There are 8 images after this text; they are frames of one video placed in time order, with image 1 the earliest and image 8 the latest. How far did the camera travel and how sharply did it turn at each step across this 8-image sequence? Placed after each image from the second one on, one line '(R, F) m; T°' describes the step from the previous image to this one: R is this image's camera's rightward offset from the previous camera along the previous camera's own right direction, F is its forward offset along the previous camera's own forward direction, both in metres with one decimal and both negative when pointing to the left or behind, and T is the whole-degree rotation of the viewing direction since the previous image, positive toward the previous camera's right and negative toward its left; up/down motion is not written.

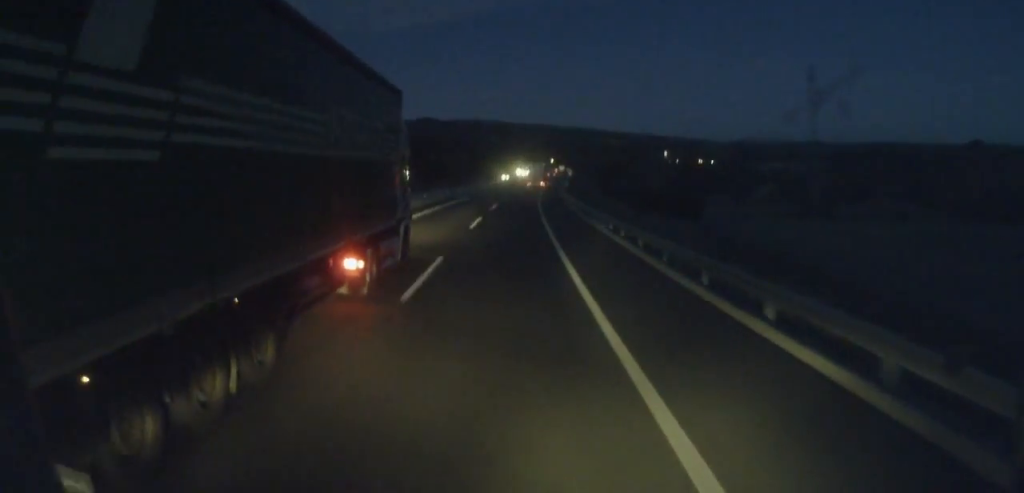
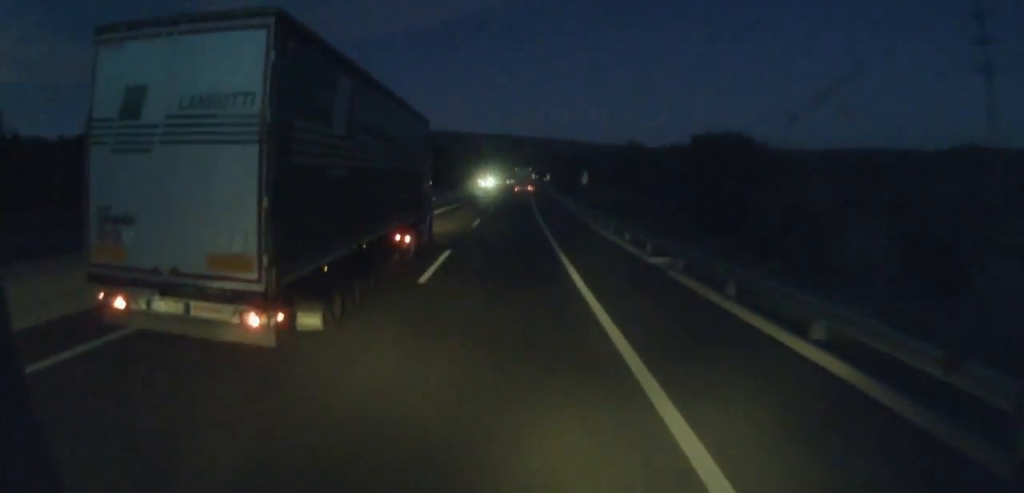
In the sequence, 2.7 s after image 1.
(-0.2, +66.2) m; +2°
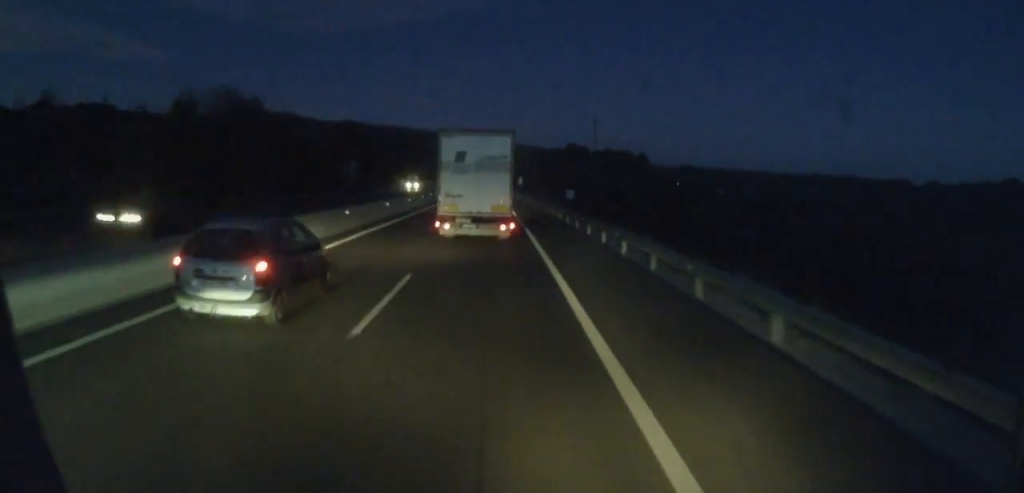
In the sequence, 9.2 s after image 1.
(+7.8, +159.6) m; +3°
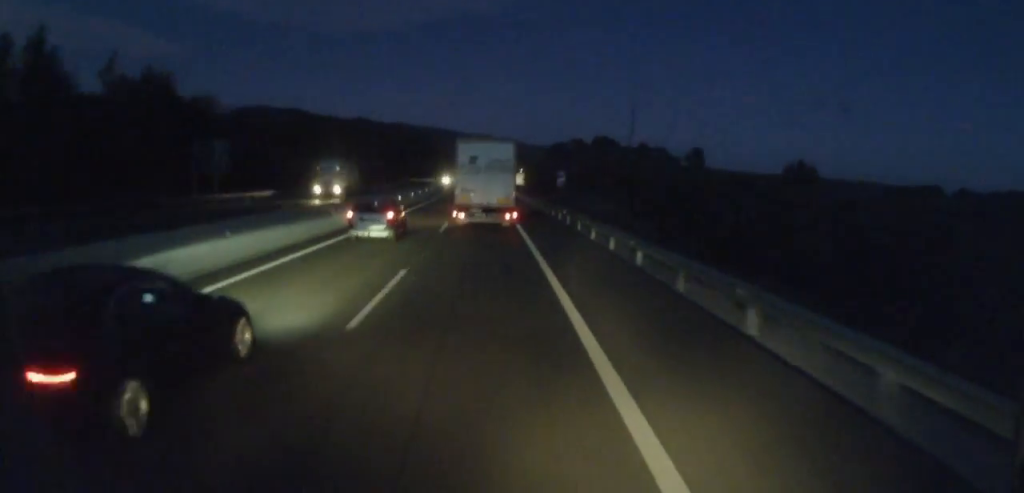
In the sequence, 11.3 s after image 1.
(+0.3, +51.9) m; 0°
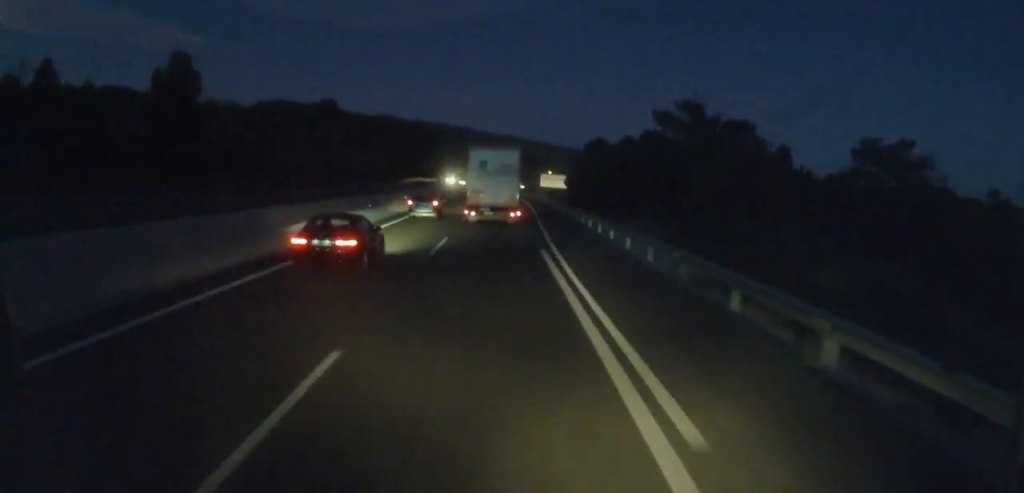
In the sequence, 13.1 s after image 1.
(+0.2, +42.2) m; -1°
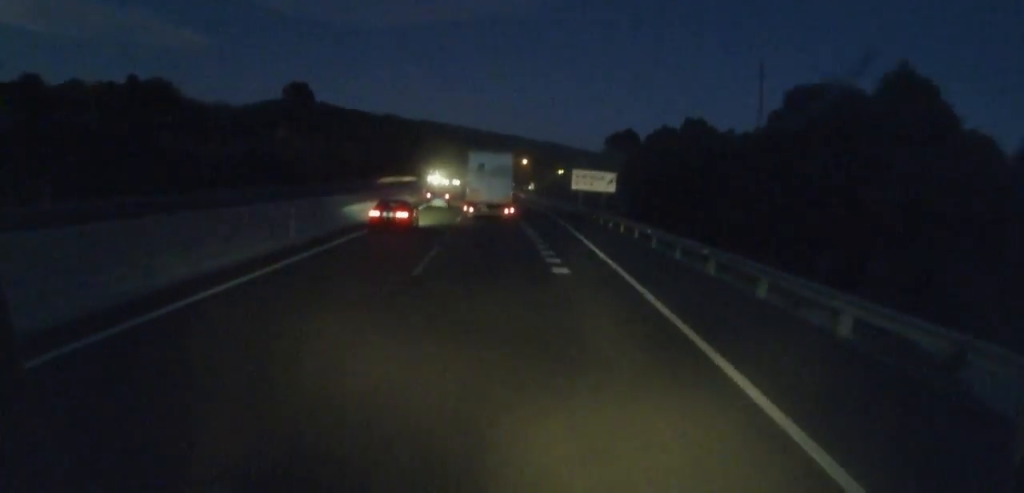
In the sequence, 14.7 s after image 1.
(+0.4, +38.9) m; -1°
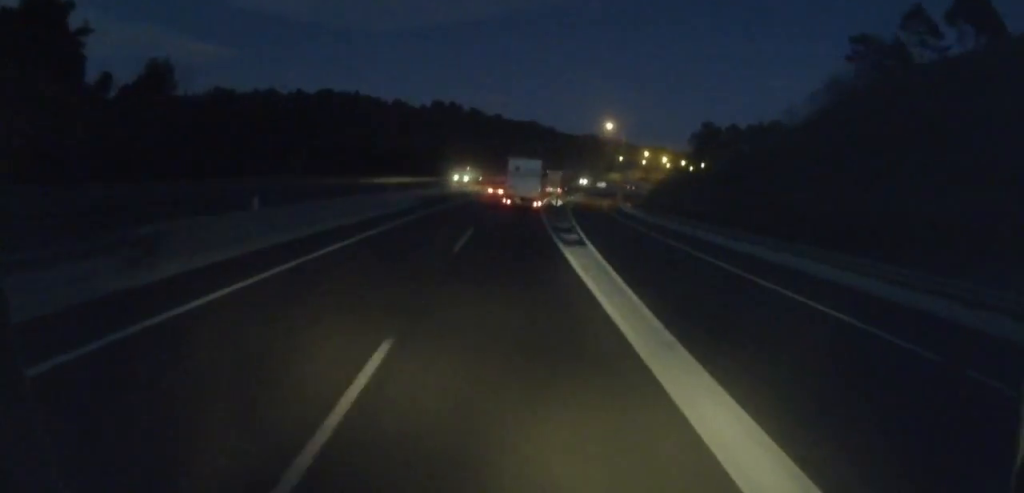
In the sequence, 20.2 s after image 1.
(-5.3, +135.9) m; -2°
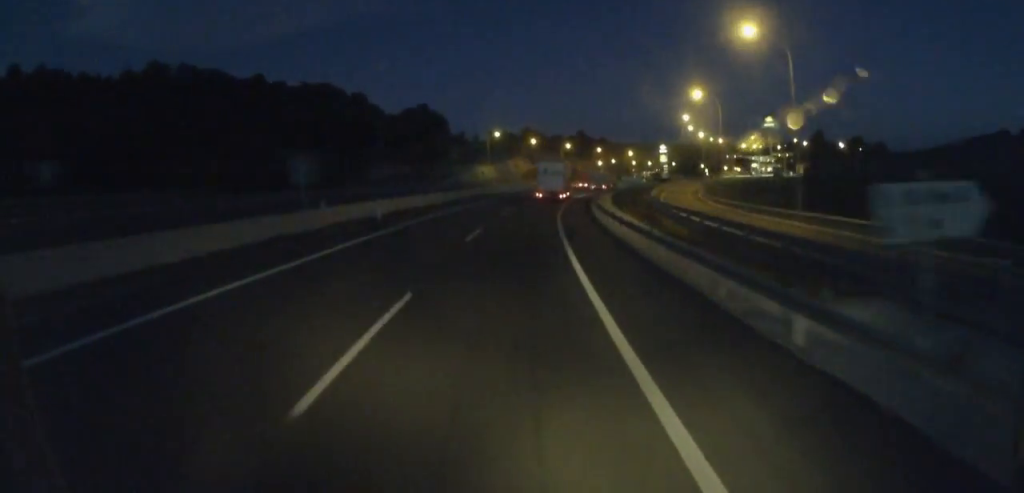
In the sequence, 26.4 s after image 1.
(+6.0, +159.9) m; +10°
